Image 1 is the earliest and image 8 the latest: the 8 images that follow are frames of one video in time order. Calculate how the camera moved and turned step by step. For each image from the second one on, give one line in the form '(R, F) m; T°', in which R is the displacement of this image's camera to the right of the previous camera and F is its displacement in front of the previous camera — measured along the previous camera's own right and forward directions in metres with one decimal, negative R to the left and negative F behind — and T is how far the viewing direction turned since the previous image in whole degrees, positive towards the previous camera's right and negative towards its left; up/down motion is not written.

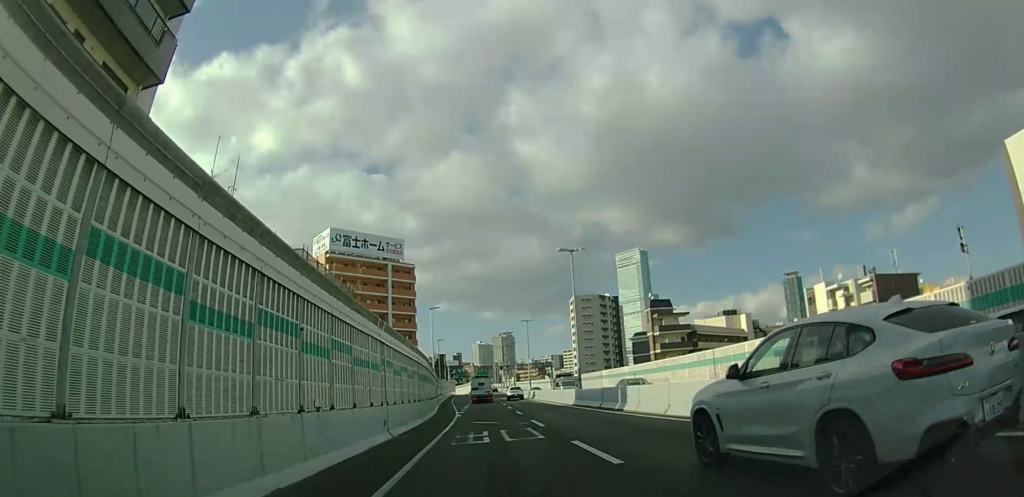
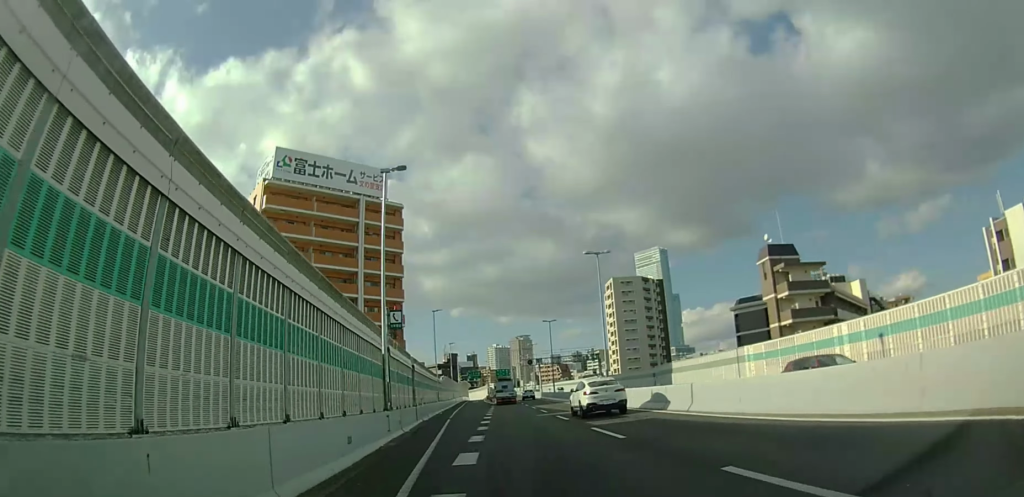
(-0.2, +33.9) m; 0°
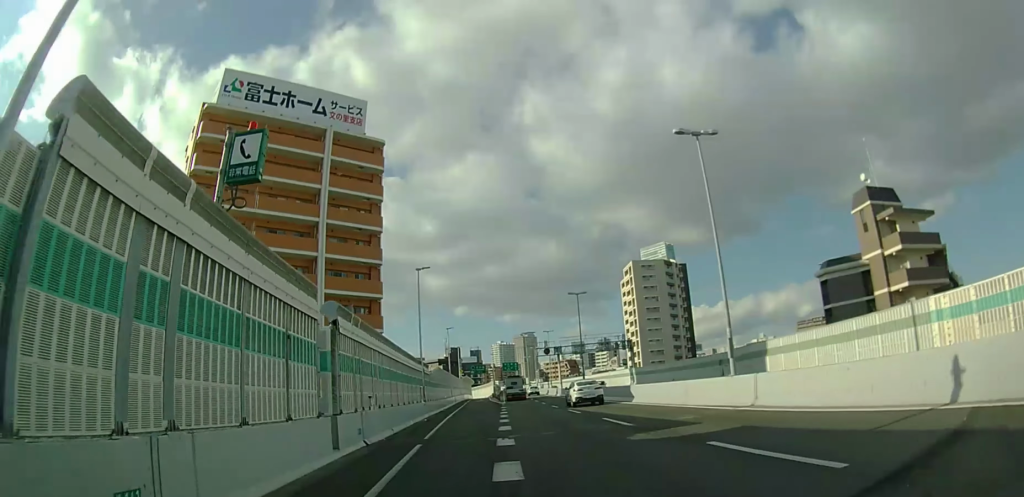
(0.0, +17.1) m; 0°
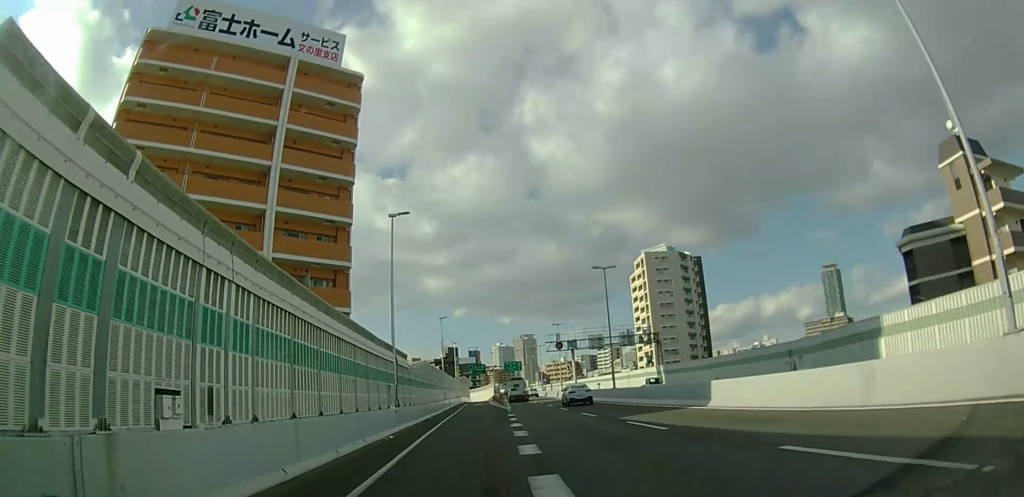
(0.0, +11.1) m; 0°
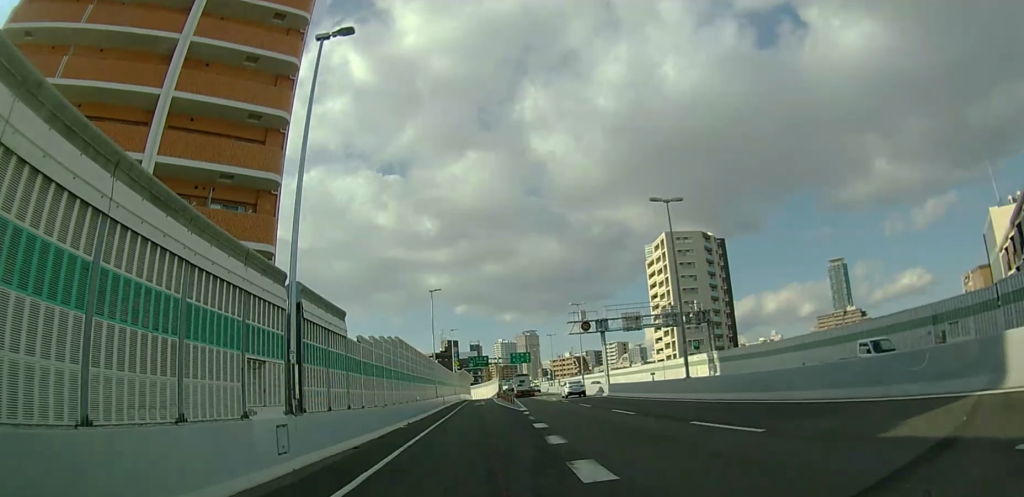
(0.0, +14.5) m; 0°
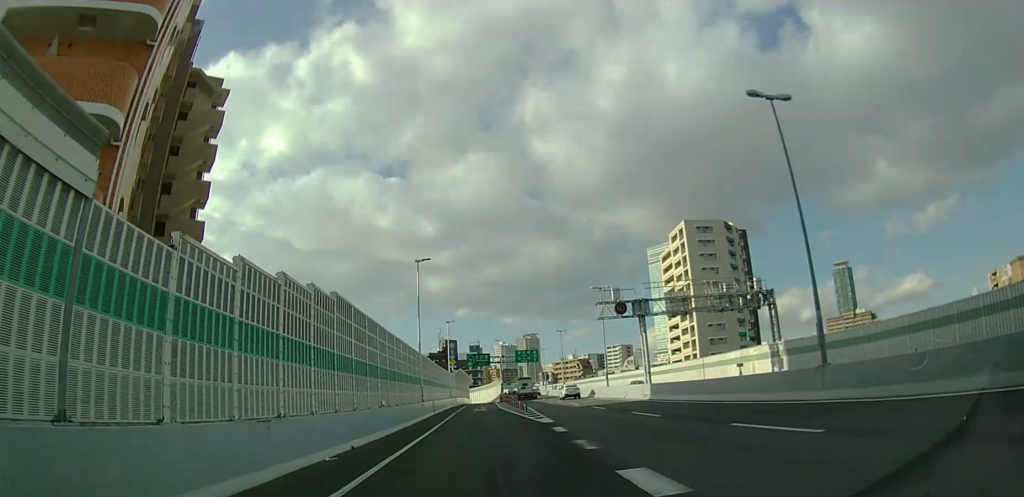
(0.0, +10.8) m; 0°
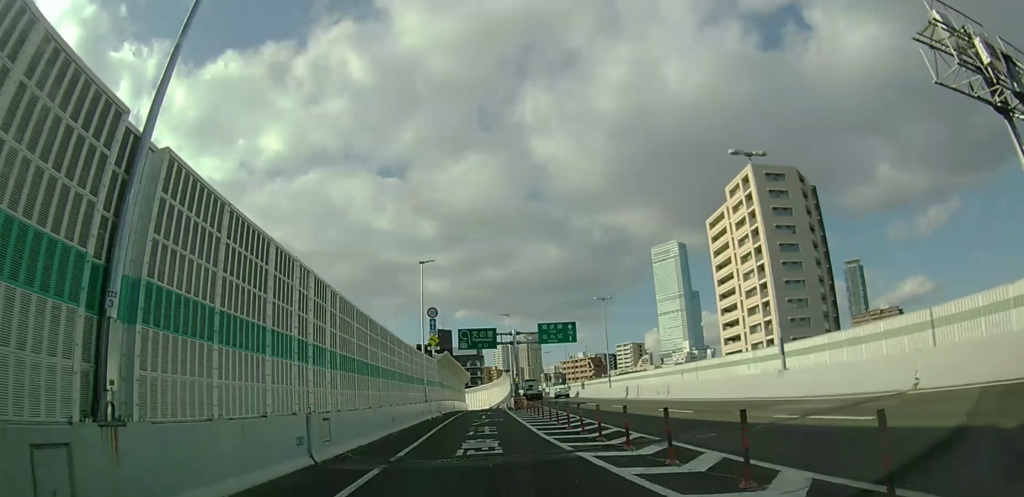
(0.0, +29.0) m; 0°
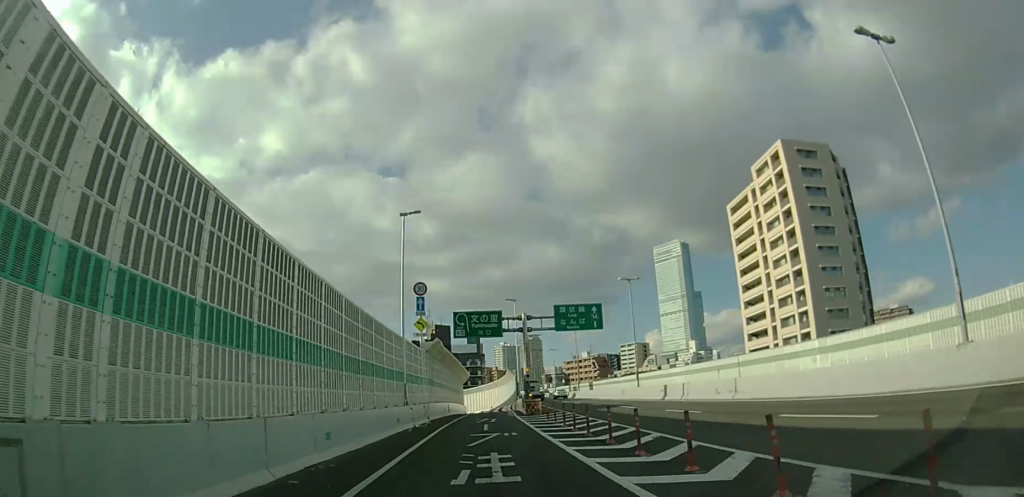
(0.0, +9.6) m; 0°
